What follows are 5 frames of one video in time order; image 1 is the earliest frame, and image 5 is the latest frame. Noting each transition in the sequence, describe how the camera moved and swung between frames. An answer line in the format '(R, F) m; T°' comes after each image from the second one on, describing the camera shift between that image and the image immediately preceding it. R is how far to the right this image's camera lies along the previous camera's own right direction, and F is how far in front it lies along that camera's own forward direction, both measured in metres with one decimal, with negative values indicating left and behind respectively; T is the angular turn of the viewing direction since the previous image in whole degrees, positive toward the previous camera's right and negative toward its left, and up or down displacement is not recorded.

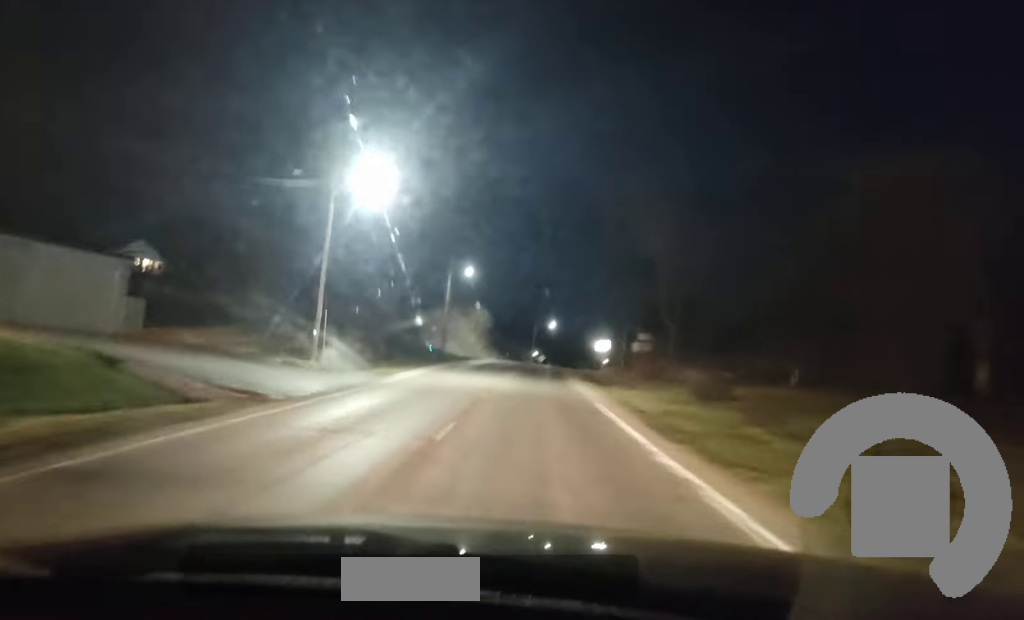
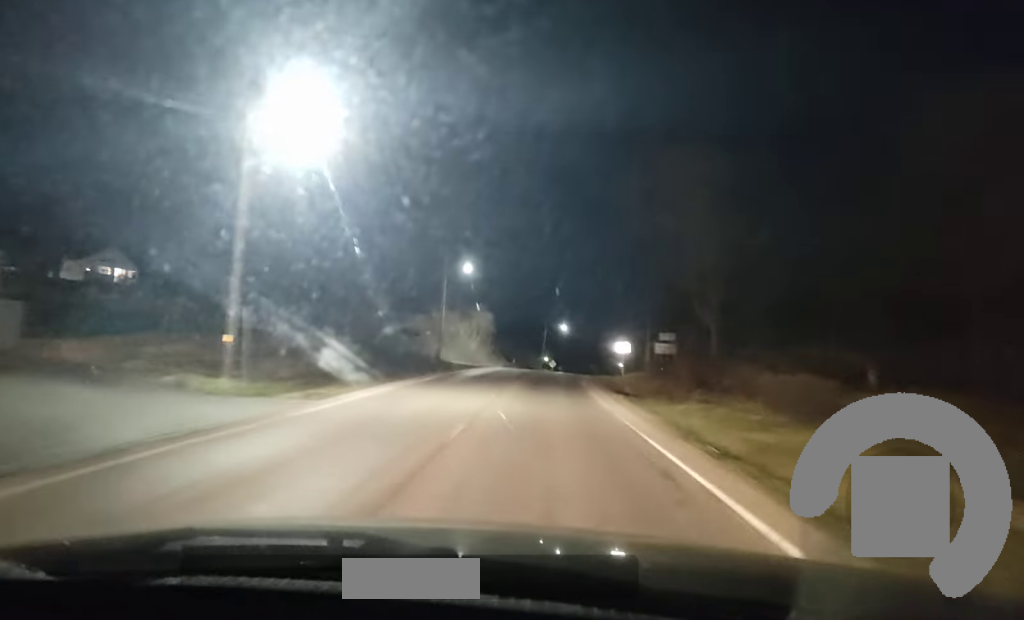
(-0.4, +11.1) m; -3°
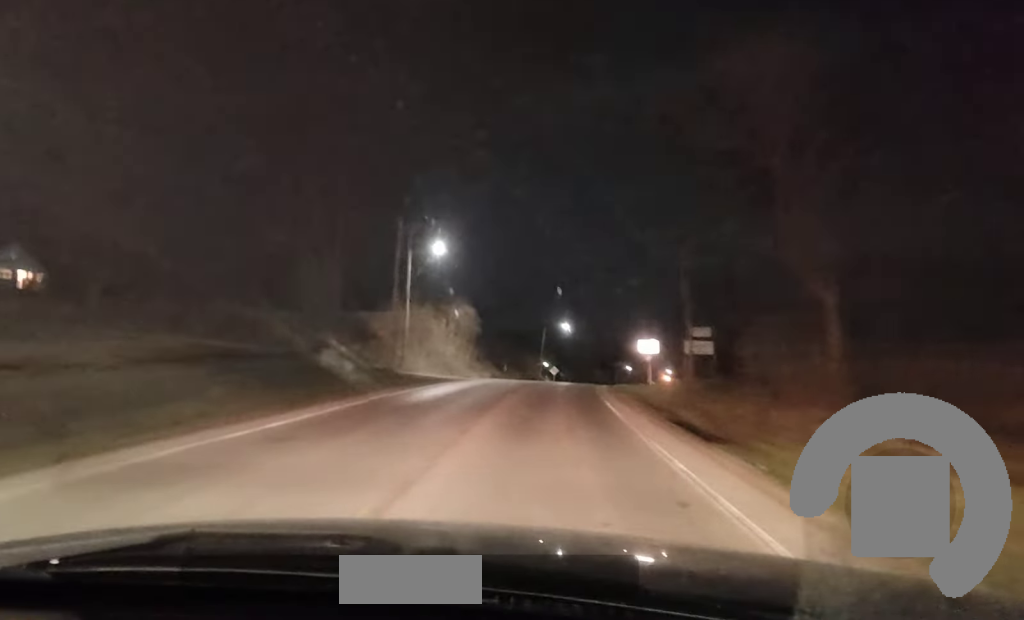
(-0.3, +22.1) m; 0°
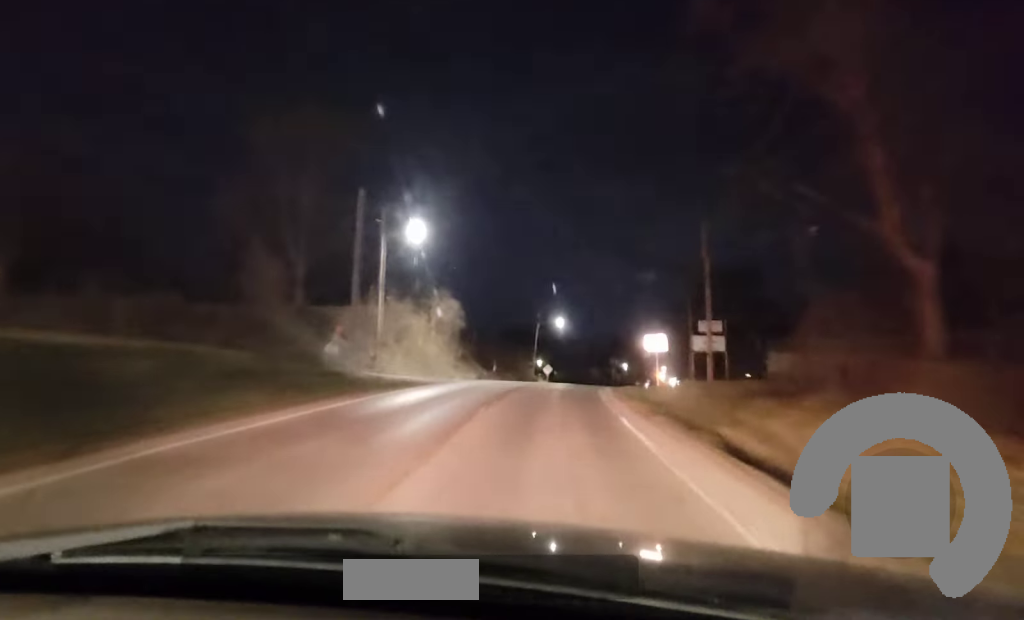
(+0.1, +8.9) m; +1°
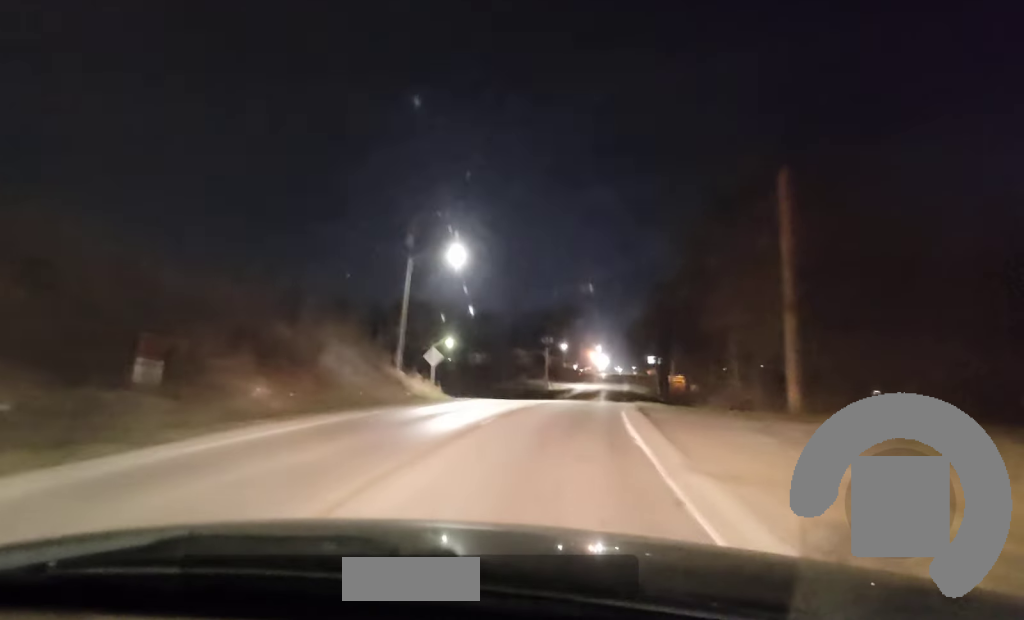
(+2.5, +59.9) m; +4°
